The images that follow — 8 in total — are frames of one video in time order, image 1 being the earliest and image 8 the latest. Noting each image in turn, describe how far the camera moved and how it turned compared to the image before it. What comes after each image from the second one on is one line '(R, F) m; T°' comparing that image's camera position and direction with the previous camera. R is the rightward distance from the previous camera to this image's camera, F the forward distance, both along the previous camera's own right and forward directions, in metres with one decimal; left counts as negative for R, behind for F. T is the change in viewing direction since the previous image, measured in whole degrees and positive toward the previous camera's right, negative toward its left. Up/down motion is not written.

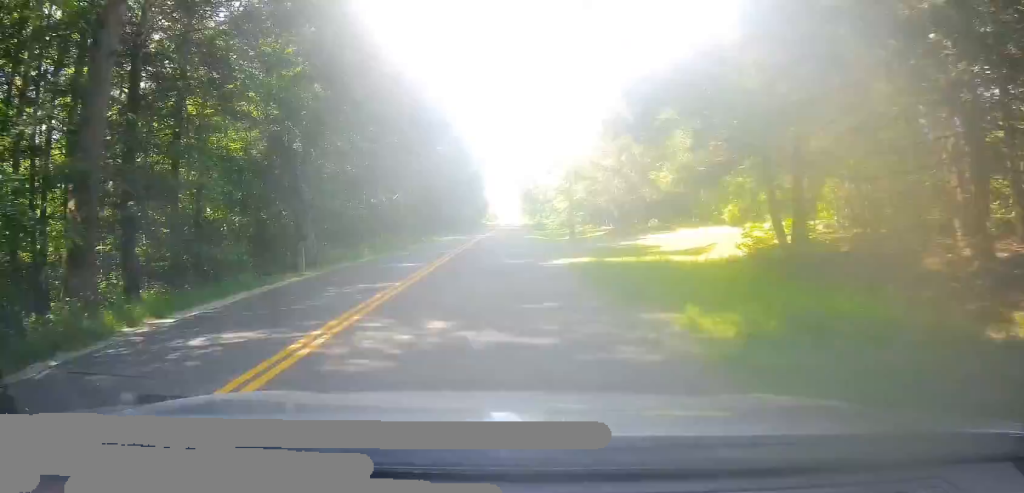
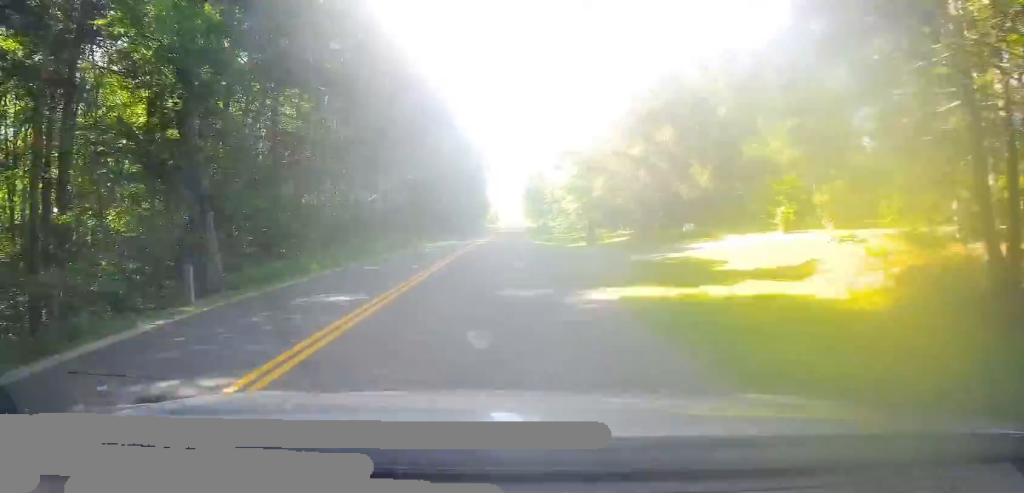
(0.0, +8.6) m; 0°
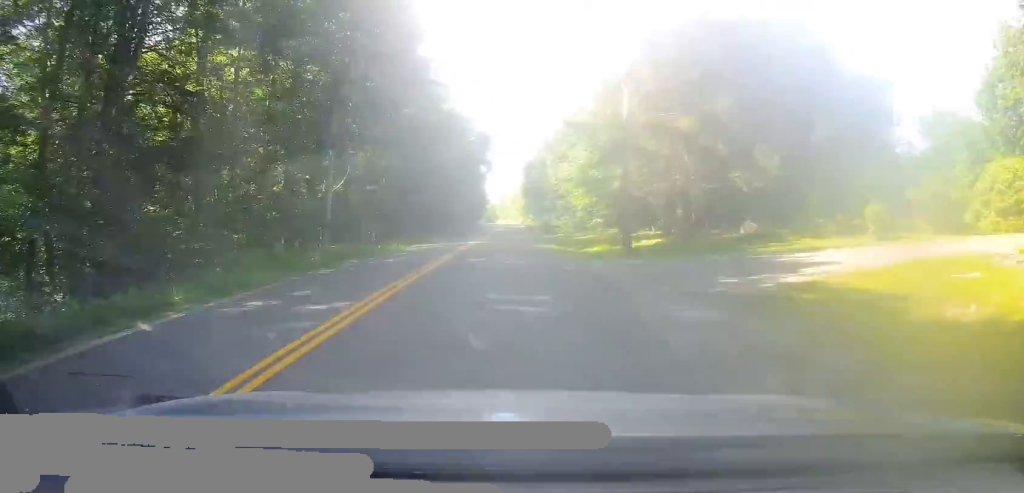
(-0.1, +10.3) m; +1°
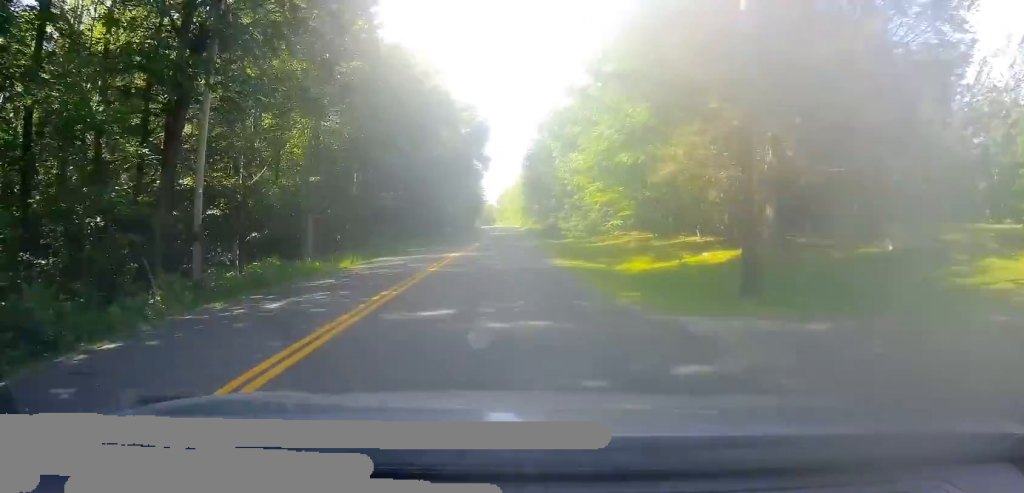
(+0.2, +10.8) m; 0°
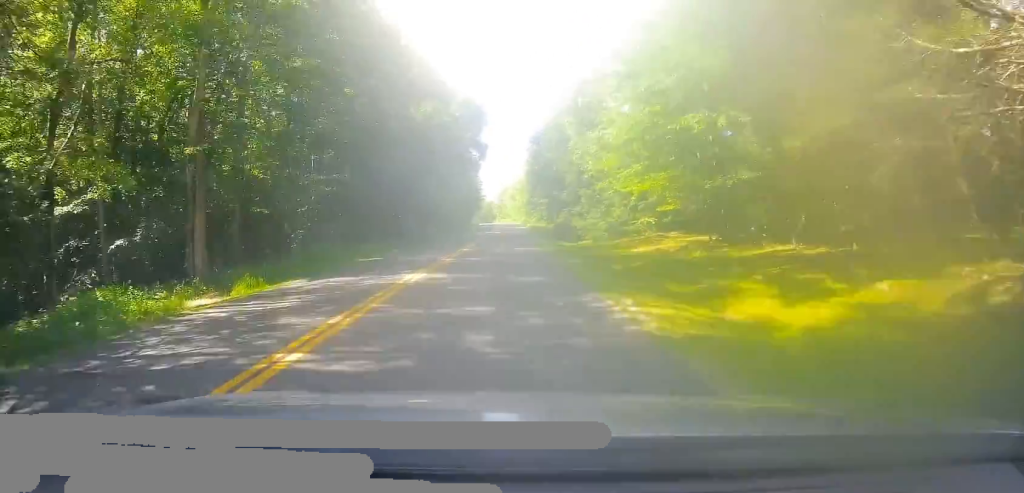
(+0.1, +12.0) m; 0°
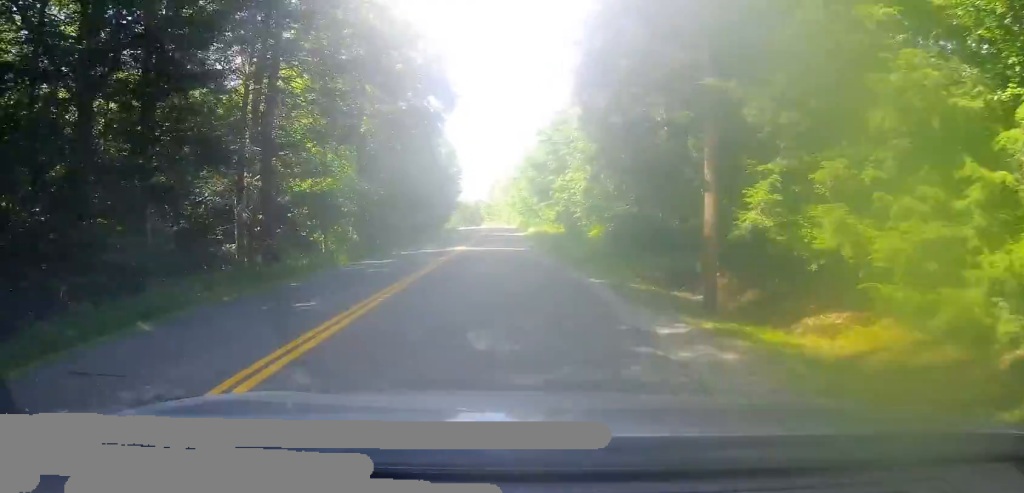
(+0.8, +36.2) m; +2°
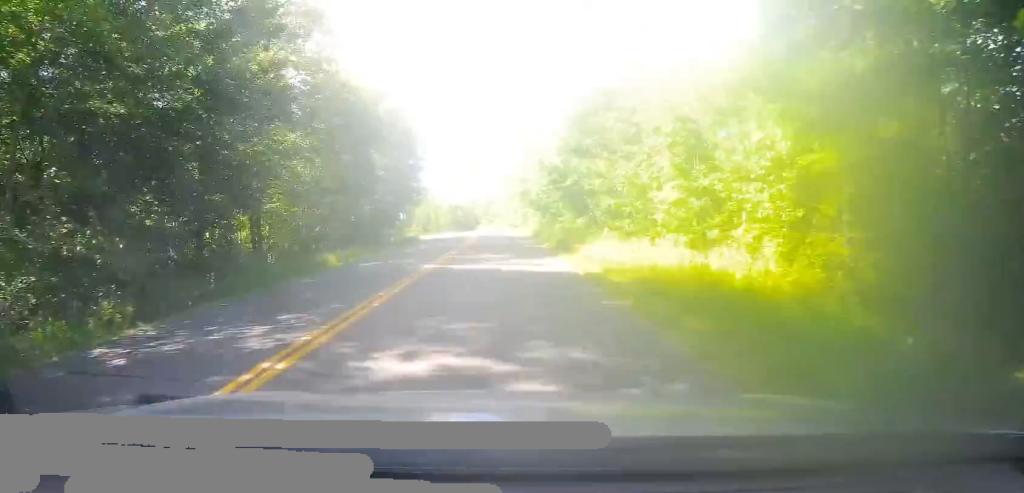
(-0.2, +40.9) m; 0°
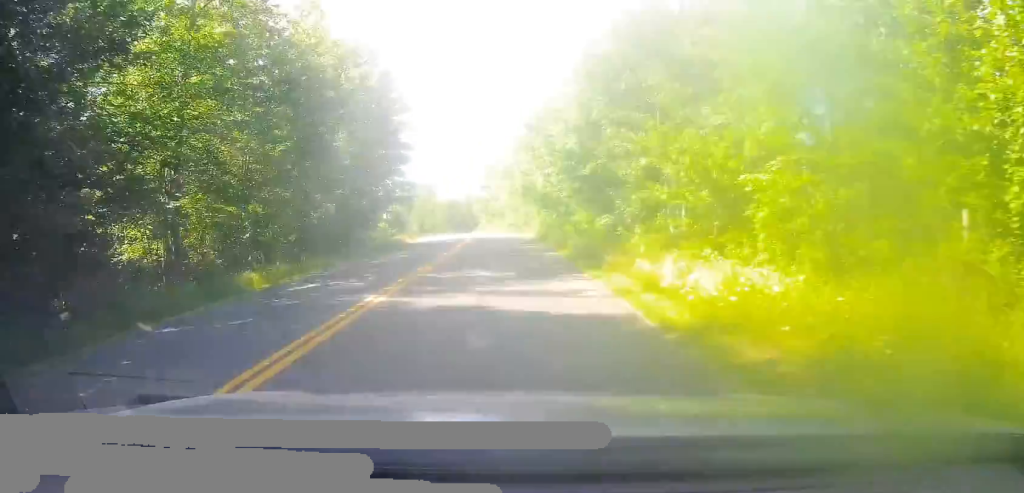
(+0.2, +7.2) m; -1°
